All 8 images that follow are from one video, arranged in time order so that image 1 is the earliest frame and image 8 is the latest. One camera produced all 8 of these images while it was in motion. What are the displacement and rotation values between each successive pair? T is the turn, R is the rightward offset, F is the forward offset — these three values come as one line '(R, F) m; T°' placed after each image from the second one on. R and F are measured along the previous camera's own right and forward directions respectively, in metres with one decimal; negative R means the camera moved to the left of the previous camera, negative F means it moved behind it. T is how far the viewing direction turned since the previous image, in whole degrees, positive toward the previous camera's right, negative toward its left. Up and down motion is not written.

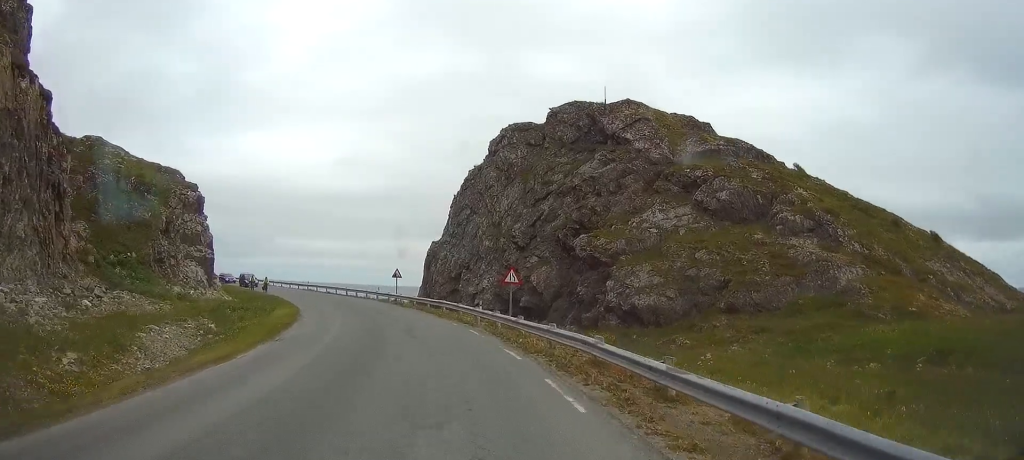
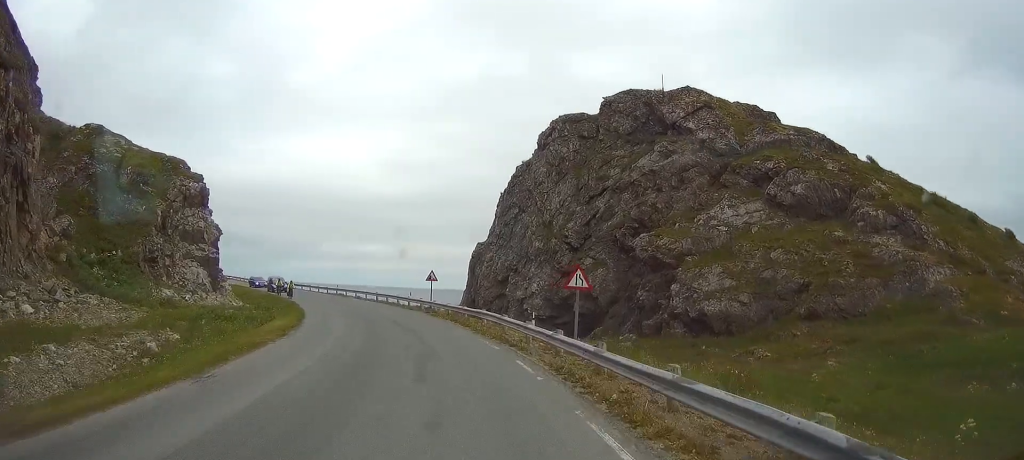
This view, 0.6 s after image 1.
(-0.4, +8.4) m; -4°
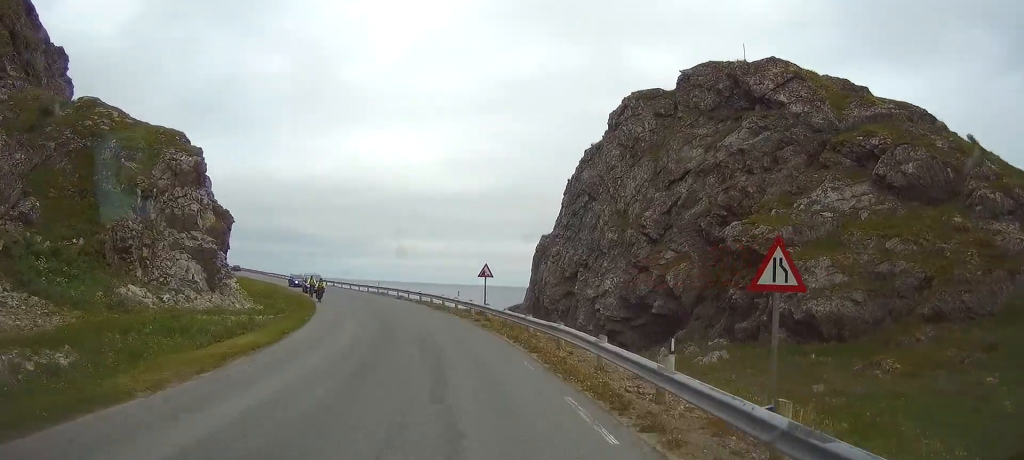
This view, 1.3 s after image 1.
(-0.4, +10.9) m; -5°
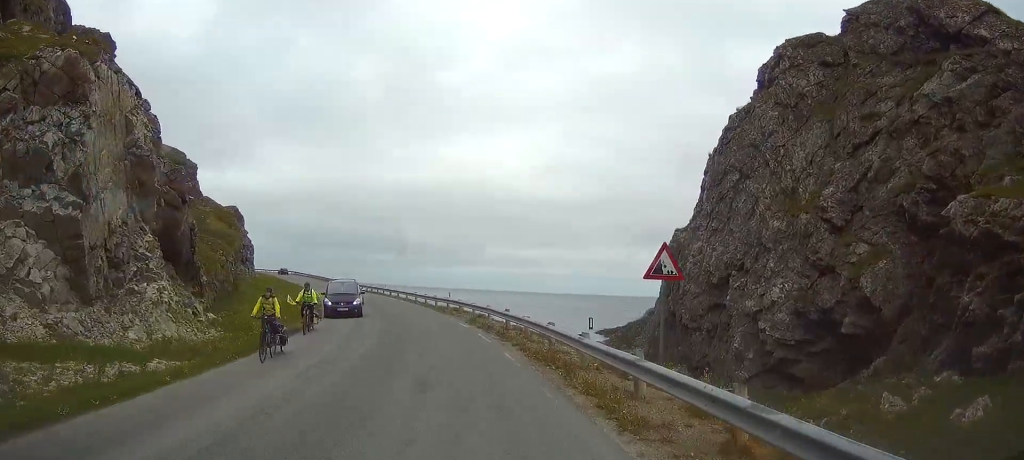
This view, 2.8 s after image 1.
(-2.1, +21.9) m; -10°
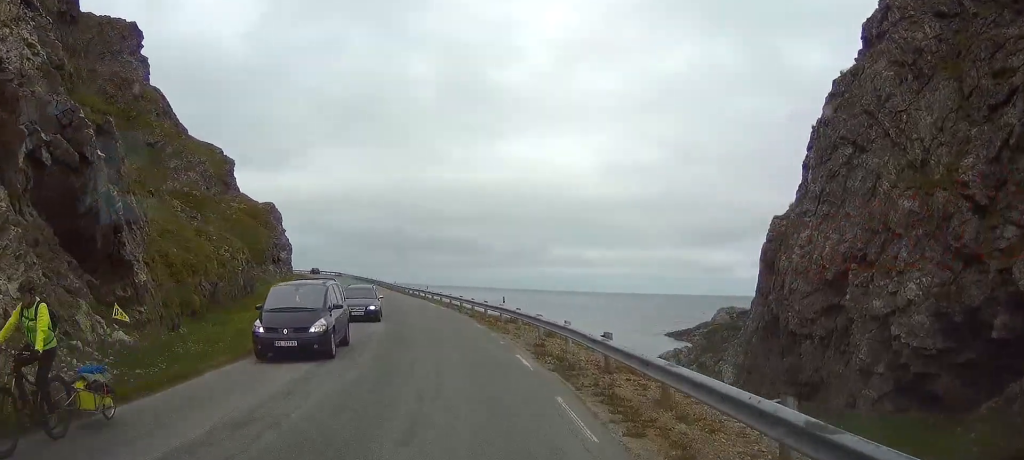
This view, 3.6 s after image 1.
(-0.5, +12.4) m; -4°
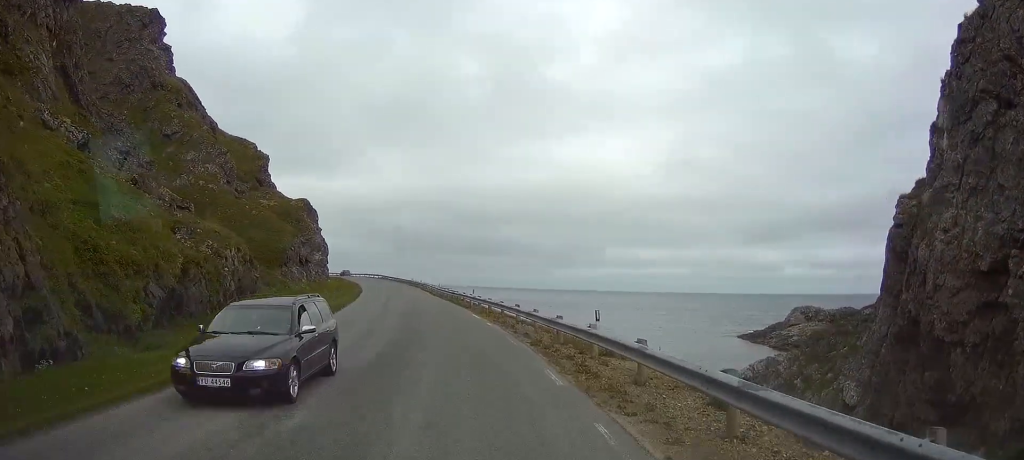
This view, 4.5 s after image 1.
(-0.5, +13.7) m; -4°
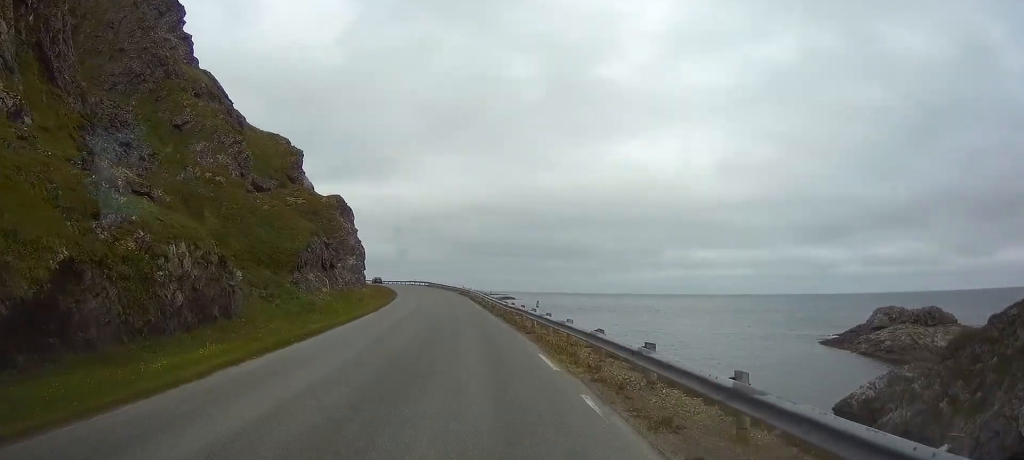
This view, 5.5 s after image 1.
(-0.7, +15.5) m; -5°
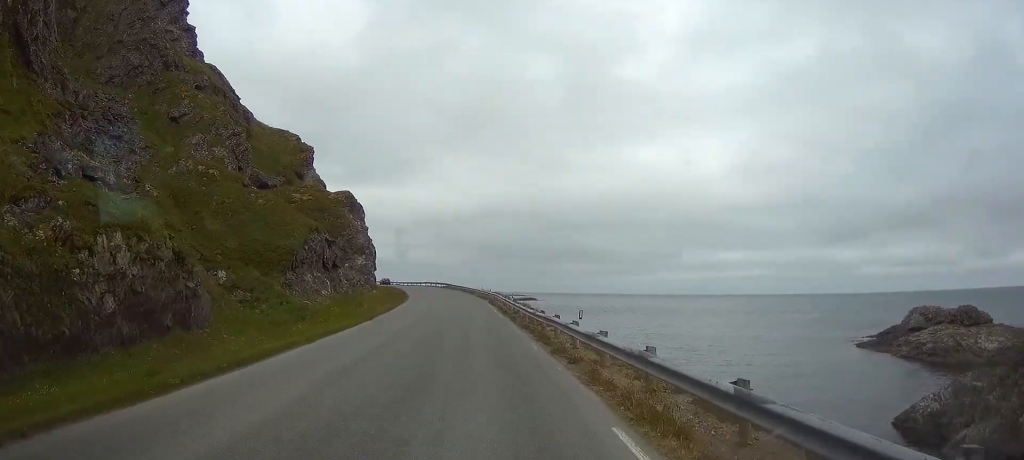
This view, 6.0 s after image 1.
(-0.1, +7.9) m; -2°
